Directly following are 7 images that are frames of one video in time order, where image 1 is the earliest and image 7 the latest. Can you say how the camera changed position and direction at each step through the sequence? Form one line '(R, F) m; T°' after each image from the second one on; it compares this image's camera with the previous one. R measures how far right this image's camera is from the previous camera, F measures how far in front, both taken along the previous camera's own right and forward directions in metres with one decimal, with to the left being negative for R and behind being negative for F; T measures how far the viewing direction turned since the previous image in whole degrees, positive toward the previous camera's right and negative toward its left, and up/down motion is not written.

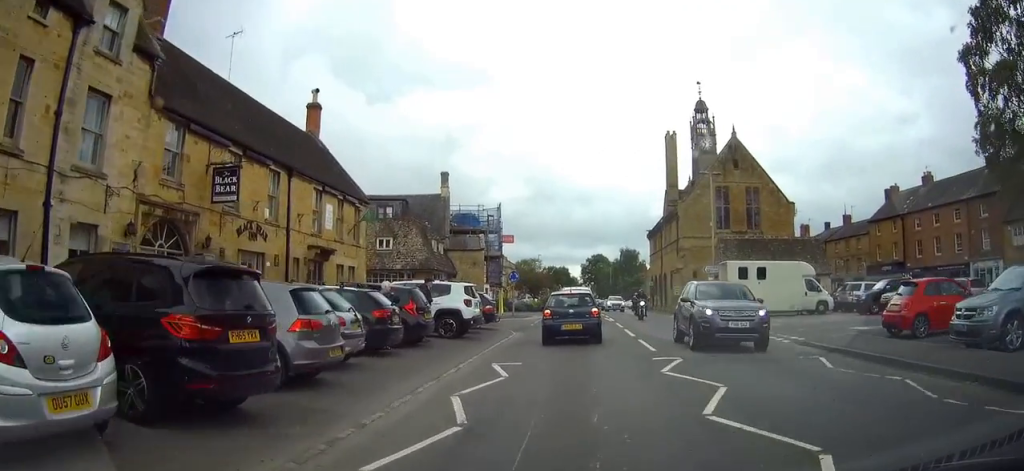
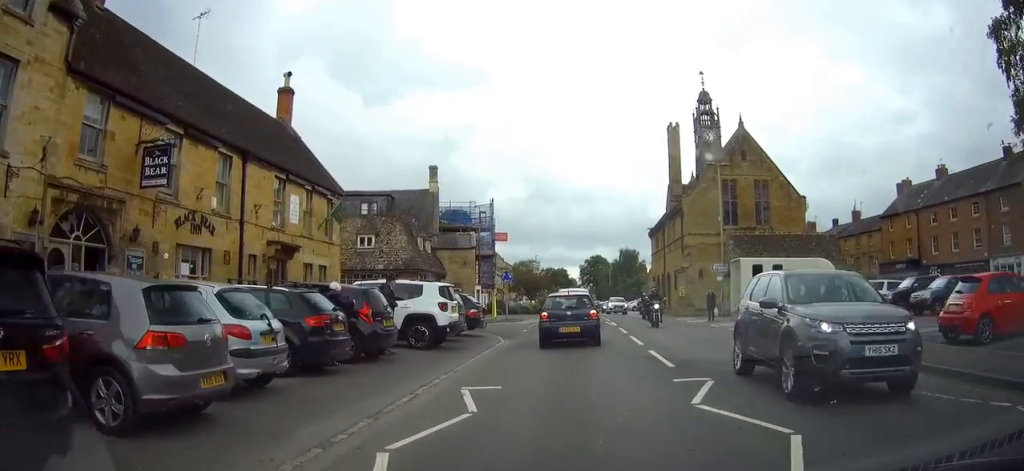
(0.0, +3.4) m; 0°
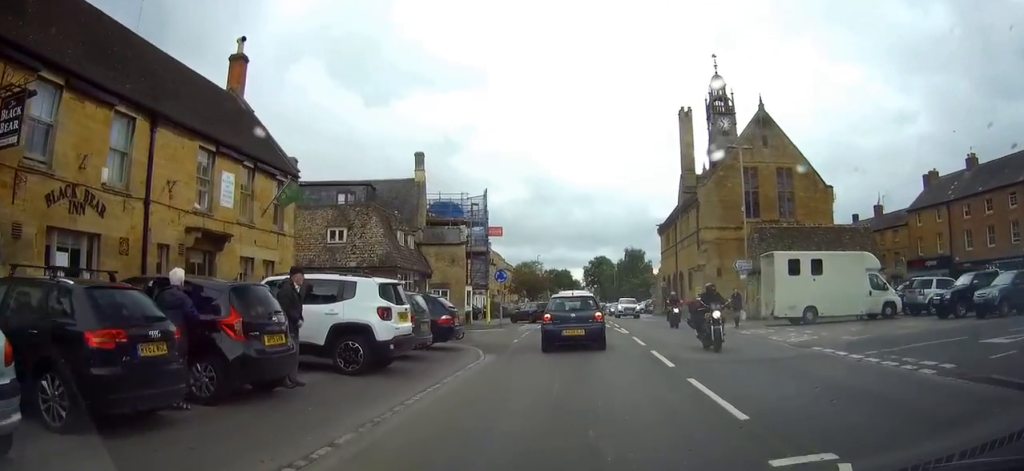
(0.0, +5.4) m; -1°
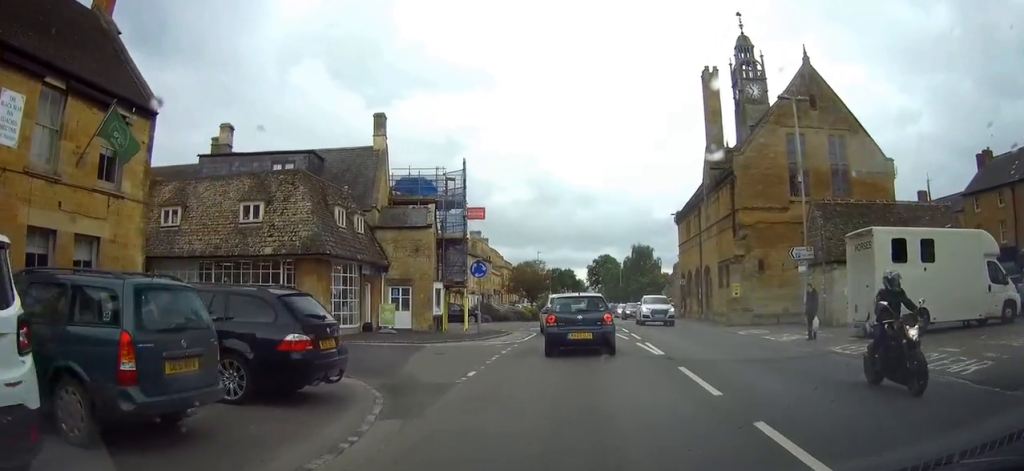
(-0.2, +9.8) m; -1°
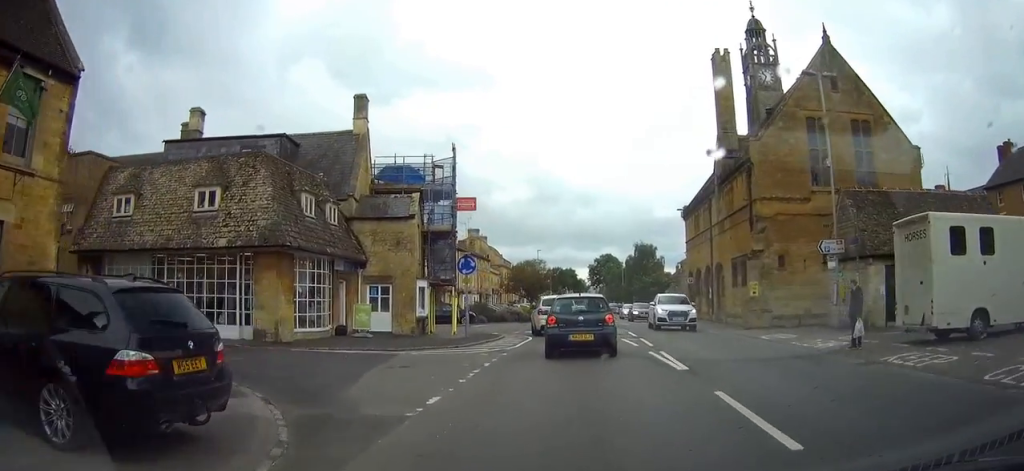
(0.0, +3.3) m; 0°
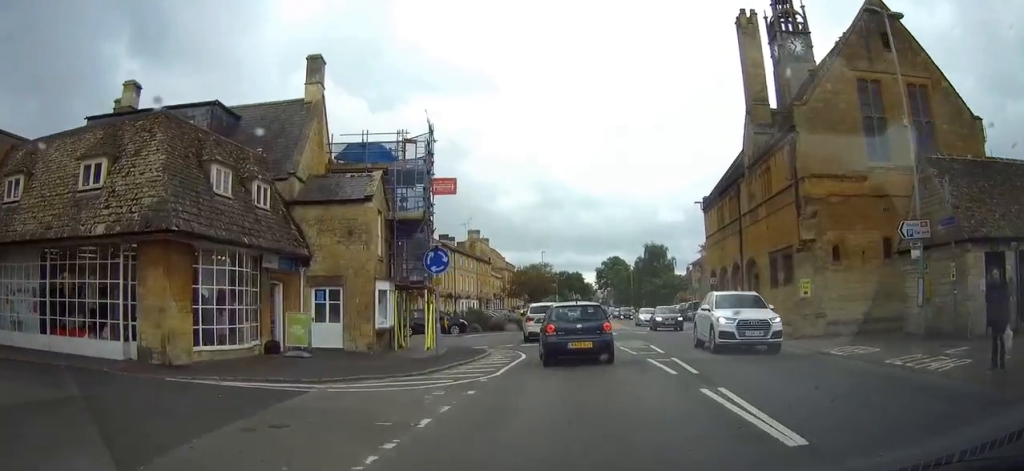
(0.0, +6.2) m; -2°
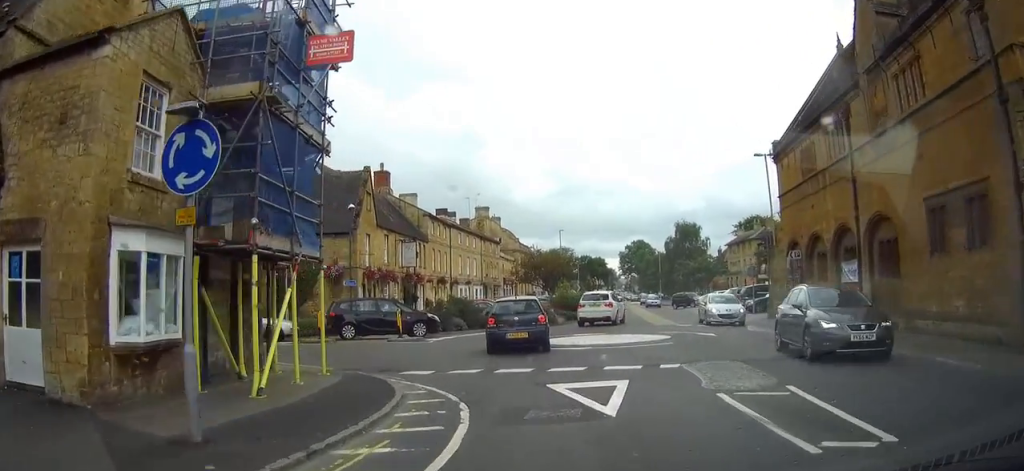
(+0.1, +13.4) m; +2°
